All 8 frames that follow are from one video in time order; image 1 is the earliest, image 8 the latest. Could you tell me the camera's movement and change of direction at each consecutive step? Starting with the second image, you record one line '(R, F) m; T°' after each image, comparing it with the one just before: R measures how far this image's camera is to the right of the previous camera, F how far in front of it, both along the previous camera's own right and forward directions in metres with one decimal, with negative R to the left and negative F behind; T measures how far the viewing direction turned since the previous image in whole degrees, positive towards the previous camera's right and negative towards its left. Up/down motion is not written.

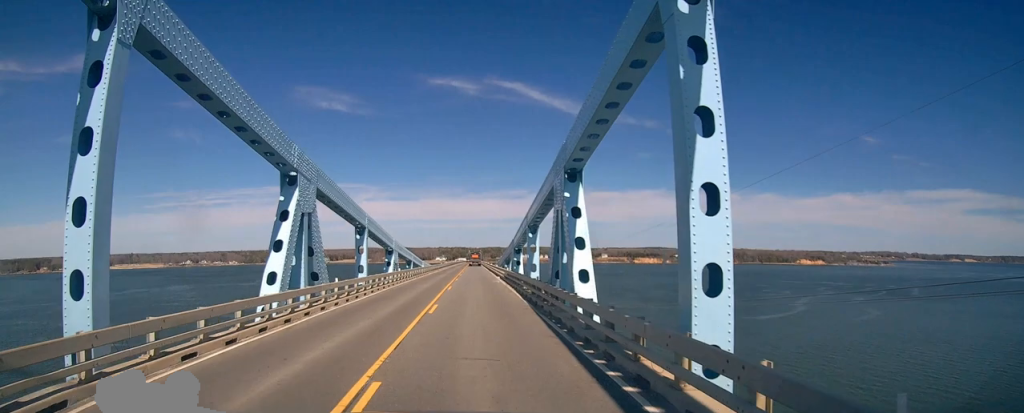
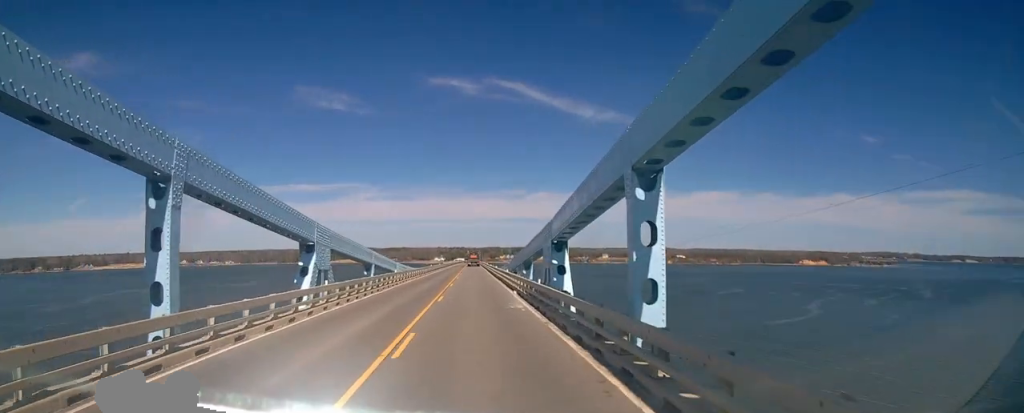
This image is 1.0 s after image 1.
(0.0, +19.6) m; 0°
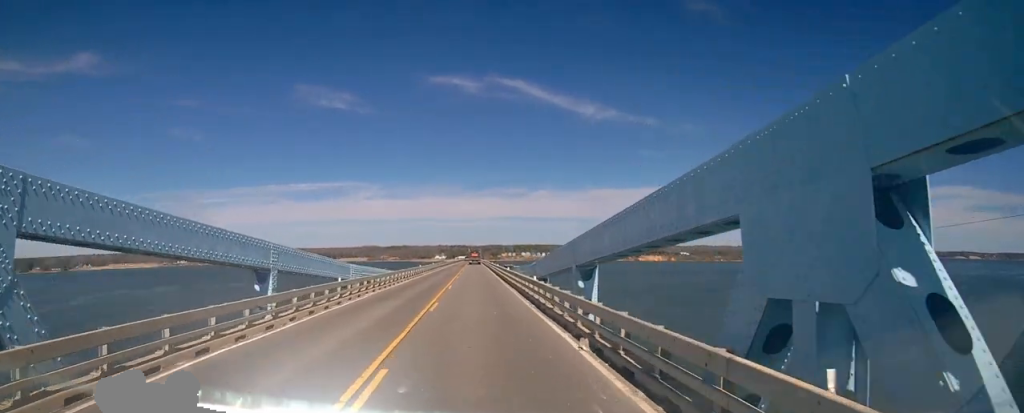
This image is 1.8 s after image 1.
(0.0, +16.4) m; 0°
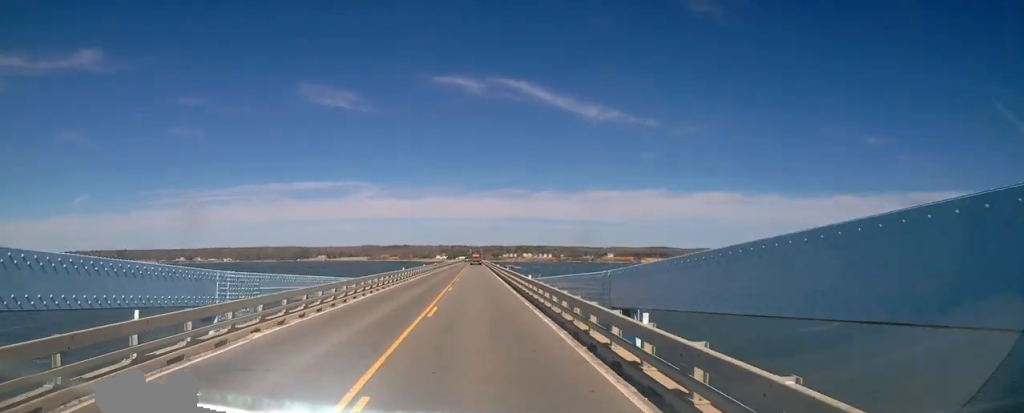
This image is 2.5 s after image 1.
(-0.1, +13.9) m; 0°
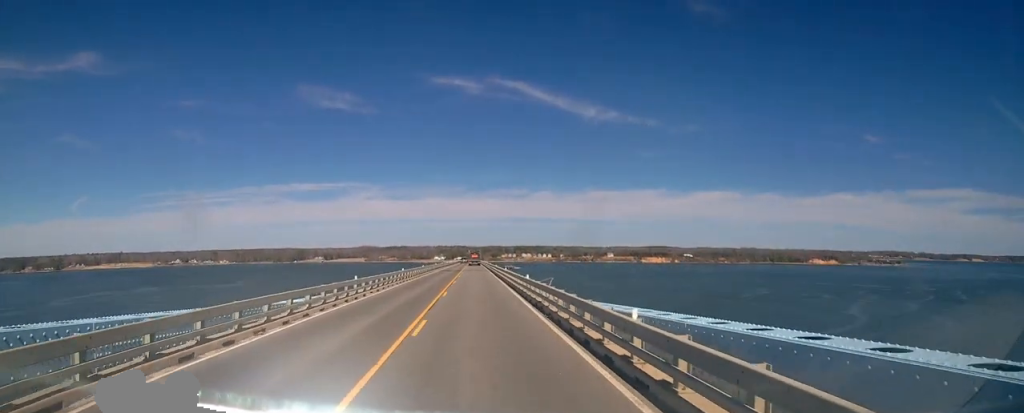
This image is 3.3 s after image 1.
(0.0, +16.0) m; 0°
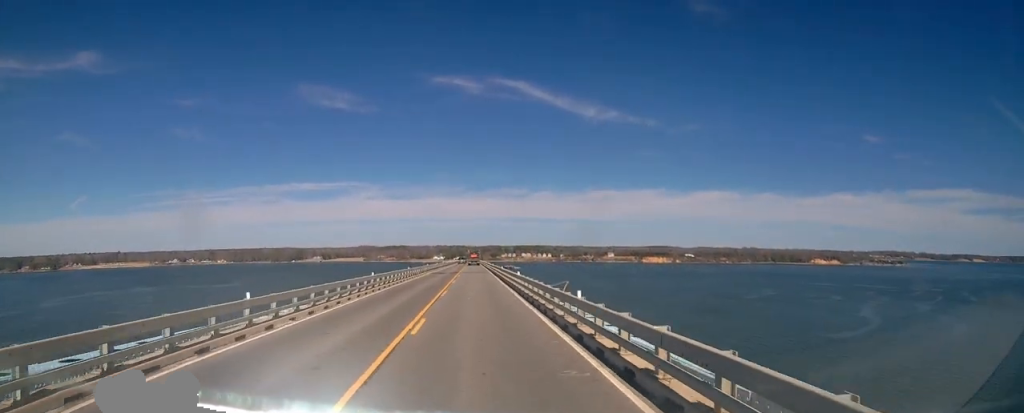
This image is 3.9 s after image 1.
(+0.2, +12.1) m; 0°
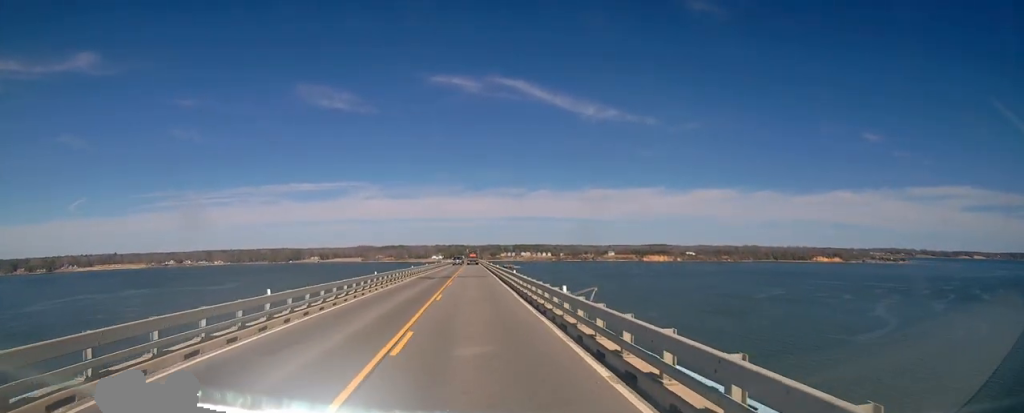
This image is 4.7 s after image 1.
(-0.1, +14.9) m; 0°
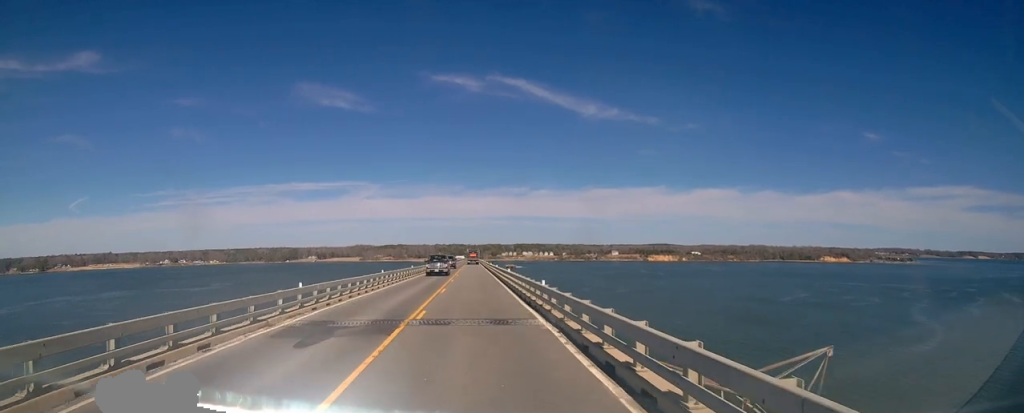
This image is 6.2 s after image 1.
(+0.1, +32.1) m; -1°
